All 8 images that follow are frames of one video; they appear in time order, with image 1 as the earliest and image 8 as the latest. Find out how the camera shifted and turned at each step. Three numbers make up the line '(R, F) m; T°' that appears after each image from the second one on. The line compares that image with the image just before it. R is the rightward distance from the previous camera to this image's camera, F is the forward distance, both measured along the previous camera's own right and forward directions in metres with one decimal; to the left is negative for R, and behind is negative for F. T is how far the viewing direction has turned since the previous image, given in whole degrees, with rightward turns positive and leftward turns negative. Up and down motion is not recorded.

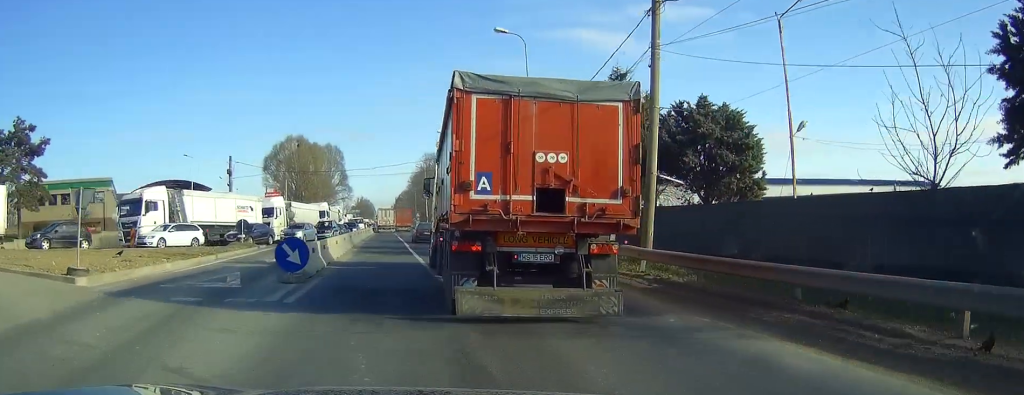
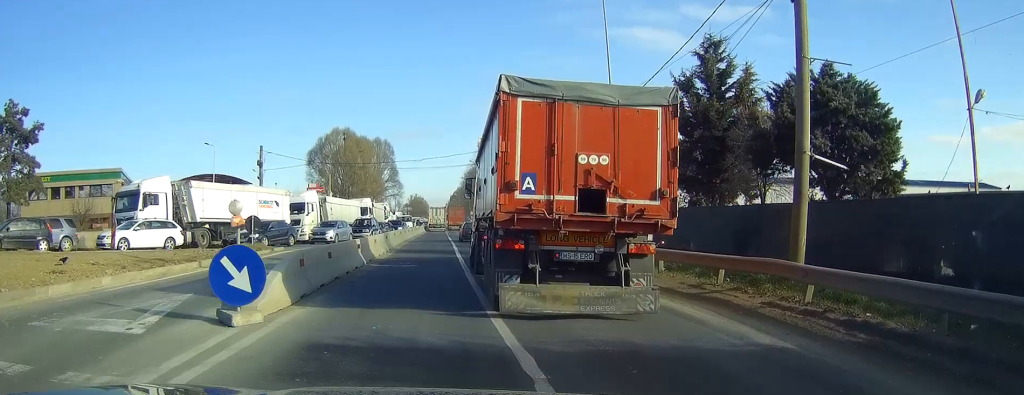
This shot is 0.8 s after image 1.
(0.0, +7.3) m; -1°
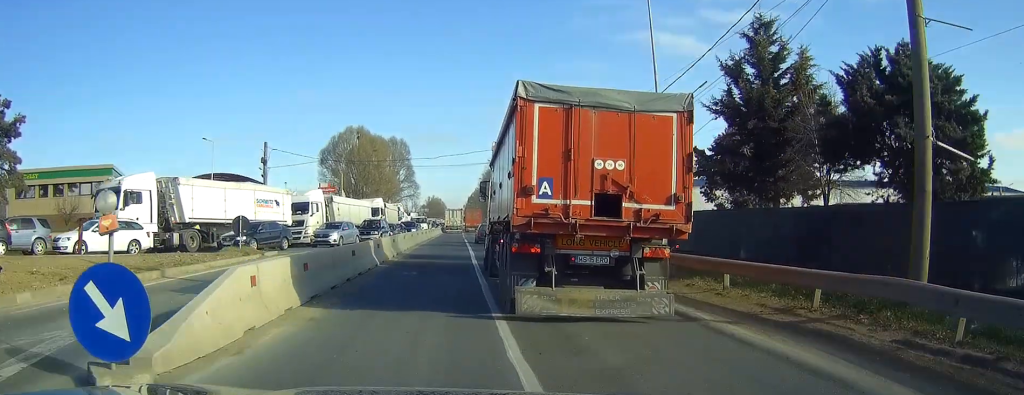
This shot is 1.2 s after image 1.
(0.0, +4.0) m; -1°
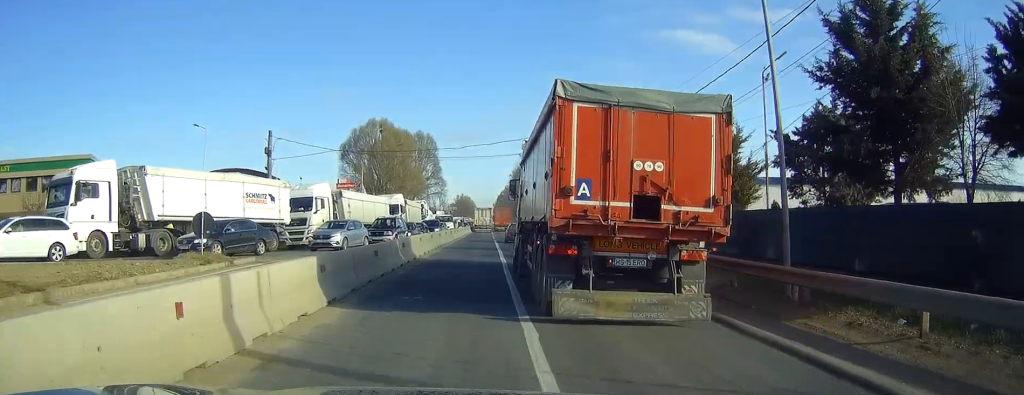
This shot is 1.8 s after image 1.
(-0.1, +6.8) m; -2°
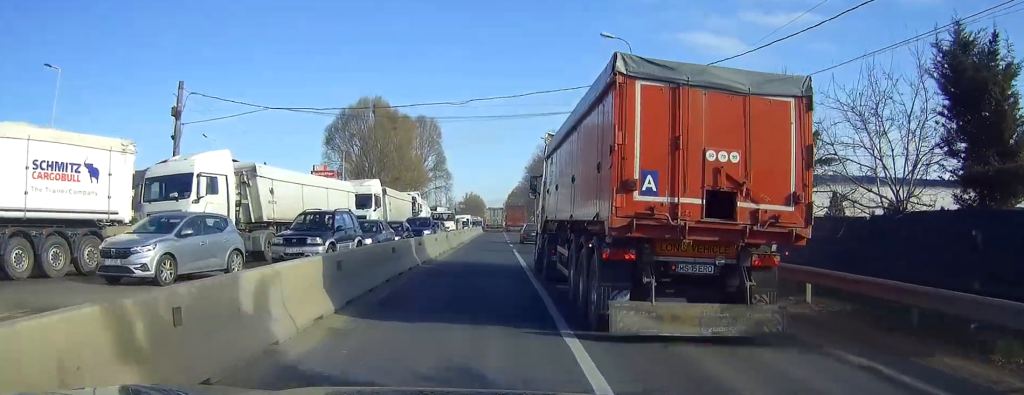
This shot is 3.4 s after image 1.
(-0.7, +18.9) m; -3°
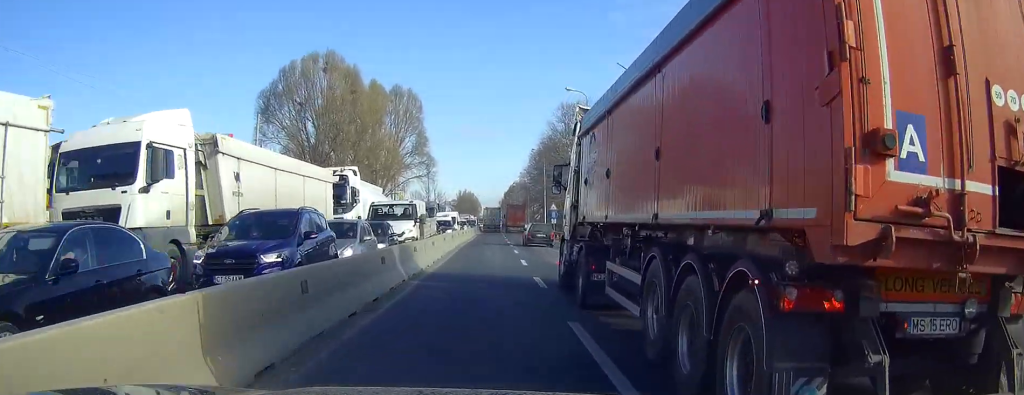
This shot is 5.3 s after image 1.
(+0.1, +27.0) m; 0°
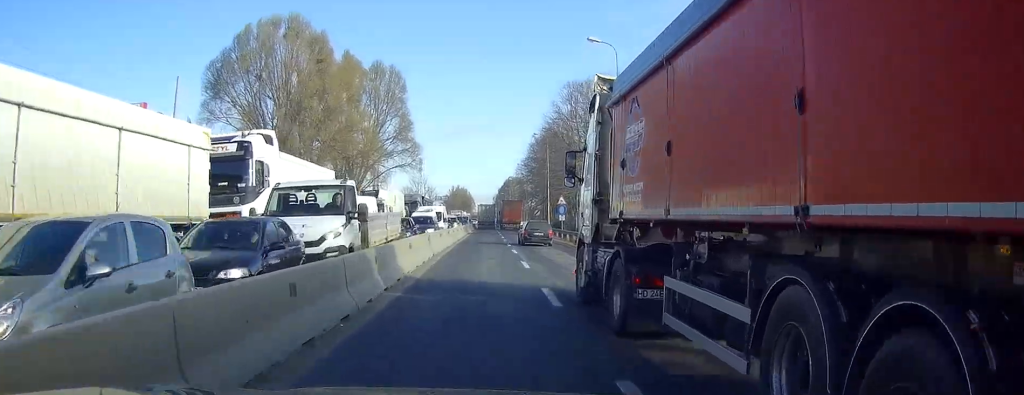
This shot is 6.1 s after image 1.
(0.0, +12.5) m; 0°
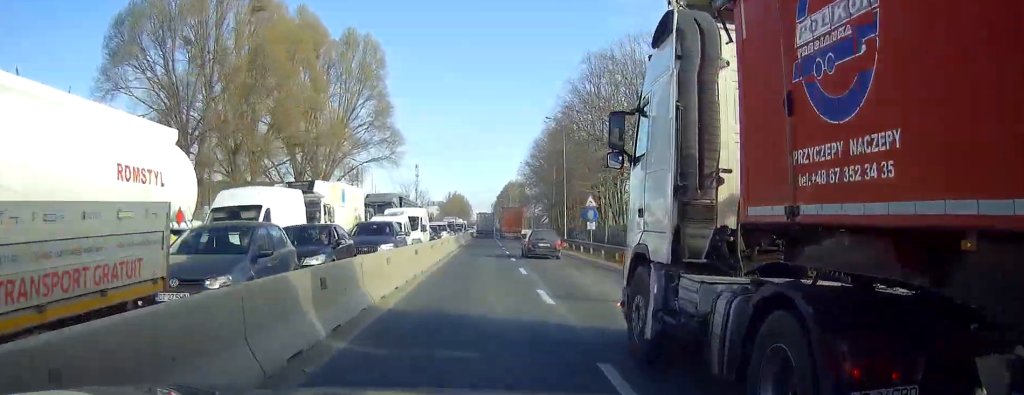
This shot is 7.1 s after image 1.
(0.0, +16.7) m; +1°
